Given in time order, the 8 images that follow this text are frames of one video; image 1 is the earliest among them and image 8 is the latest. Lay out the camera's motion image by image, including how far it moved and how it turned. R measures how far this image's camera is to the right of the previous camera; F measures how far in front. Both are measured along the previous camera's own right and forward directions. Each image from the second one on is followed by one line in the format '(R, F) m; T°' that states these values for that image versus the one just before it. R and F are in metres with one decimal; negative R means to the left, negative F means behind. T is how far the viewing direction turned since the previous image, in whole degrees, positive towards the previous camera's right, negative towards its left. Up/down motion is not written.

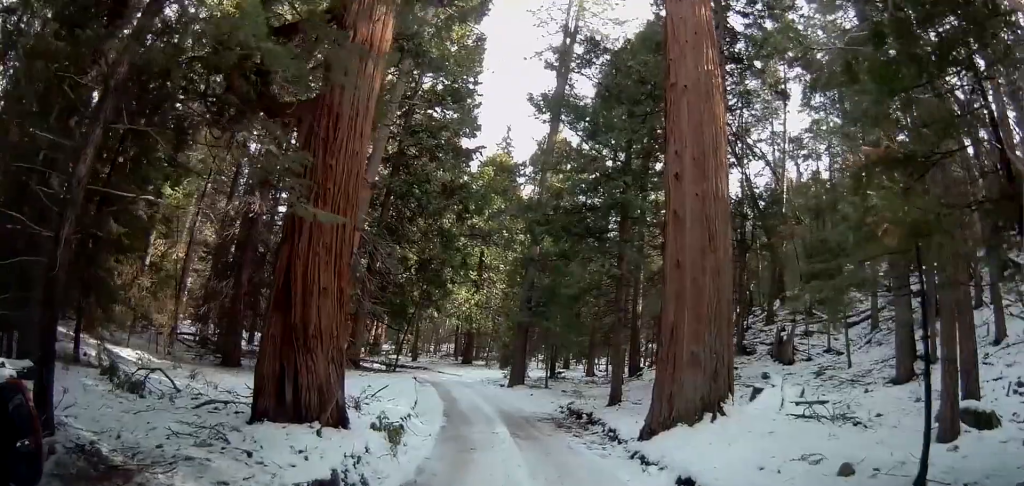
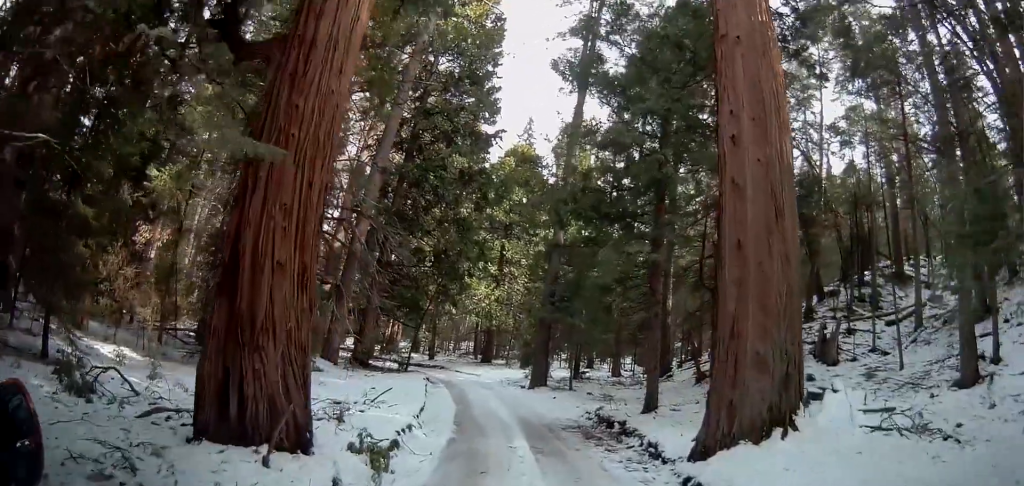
(0.0, +1.6) m; +2°
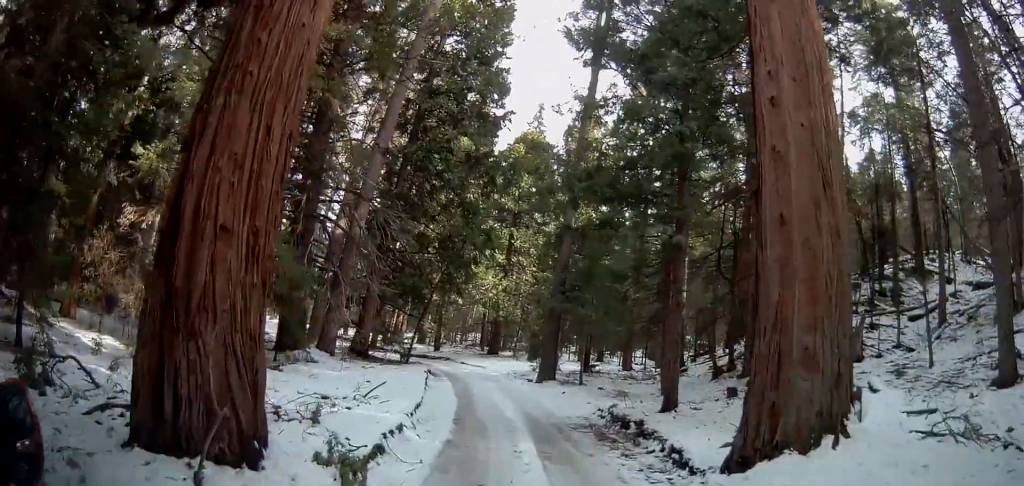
(0.0, +0.8) m; +2°
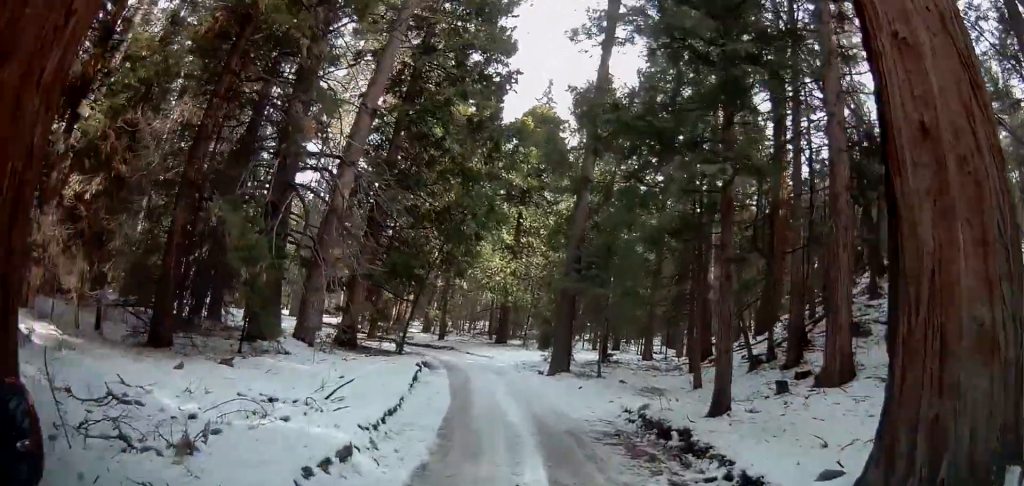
(0.0, +1.7) m; -7°
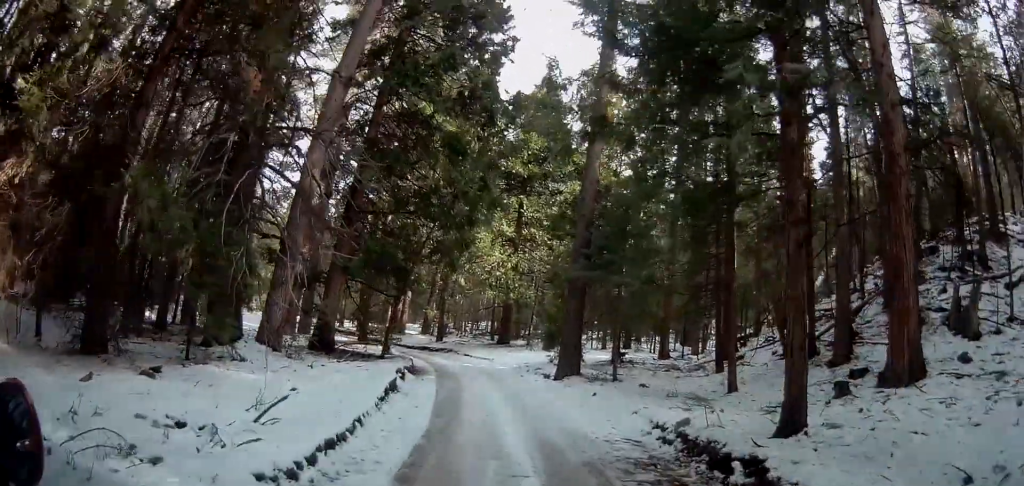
(-0.2, +1.7) m; -12°
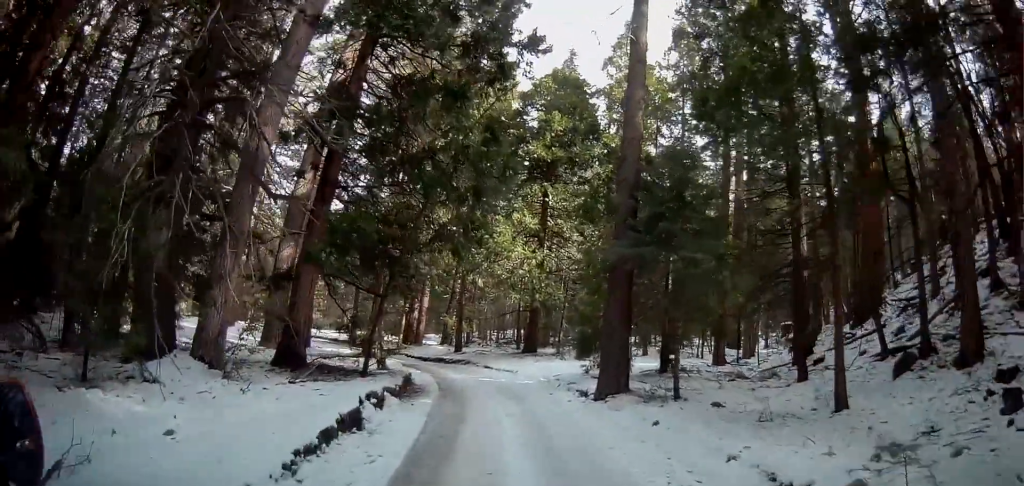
(-0.2, +3.3) m; +3°
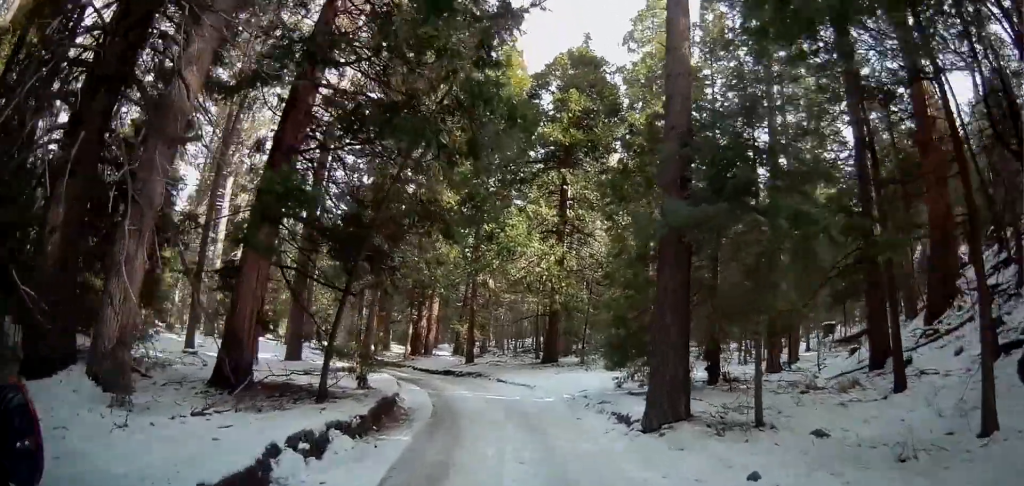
(+0.4, +3.2) m; +1°
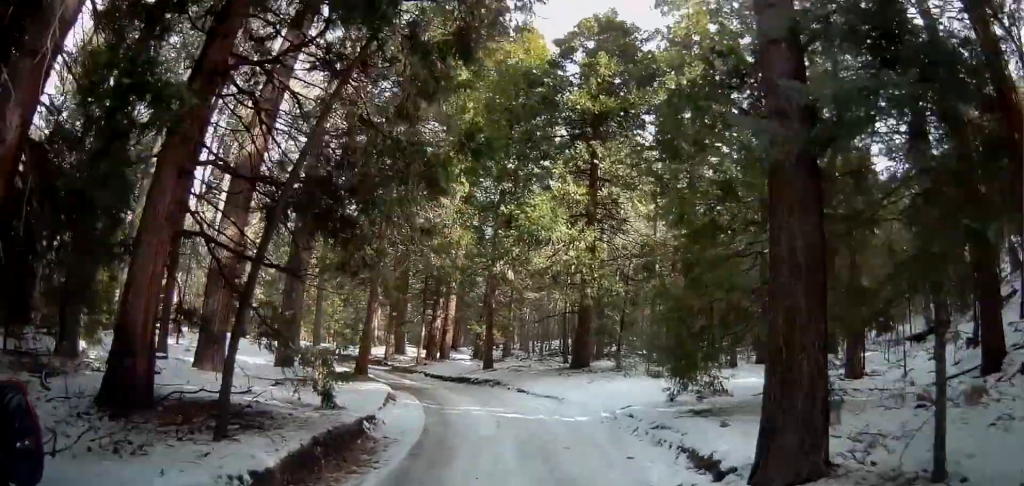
(-0.4, +3.7) m; -8°
